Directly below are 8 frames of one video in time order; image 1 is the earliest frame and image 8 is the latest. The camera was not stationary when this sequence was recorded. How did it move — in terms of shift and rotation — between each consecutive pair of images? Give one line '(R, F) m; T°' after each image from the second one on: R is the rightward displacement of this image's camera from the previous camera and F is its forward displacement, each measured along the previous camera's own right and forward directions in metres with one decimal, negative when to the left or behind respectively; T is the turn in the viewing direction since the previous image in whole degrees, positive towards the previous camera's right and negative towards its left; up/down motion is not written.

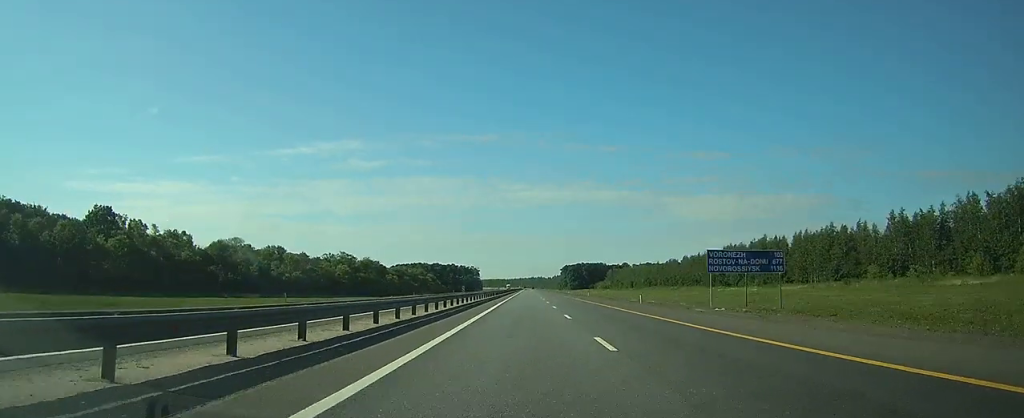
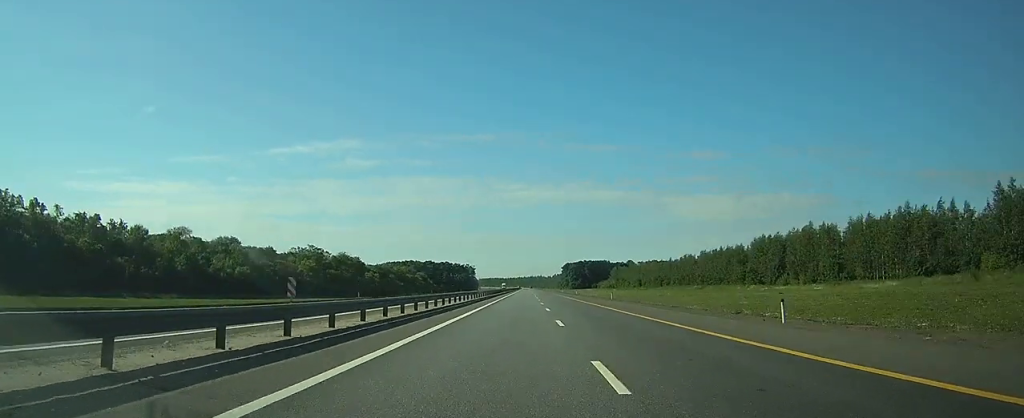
(+0.1, +29.3) m; 0°
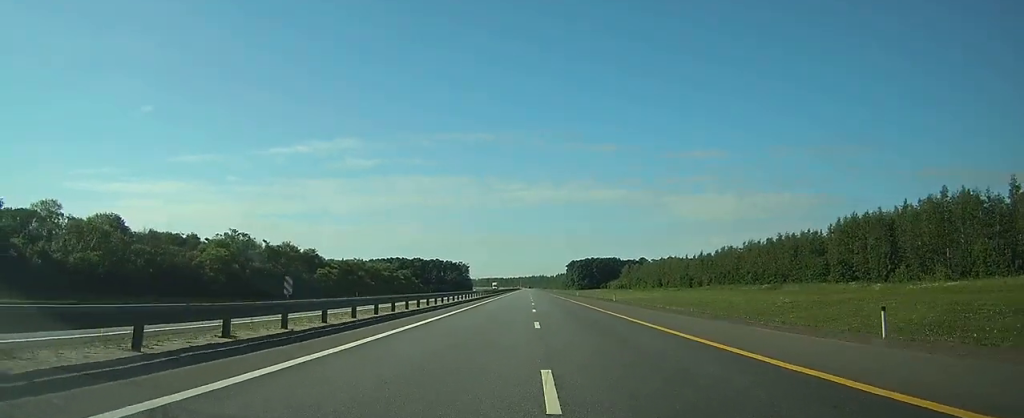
(+0.2, +49.3) m; 0°
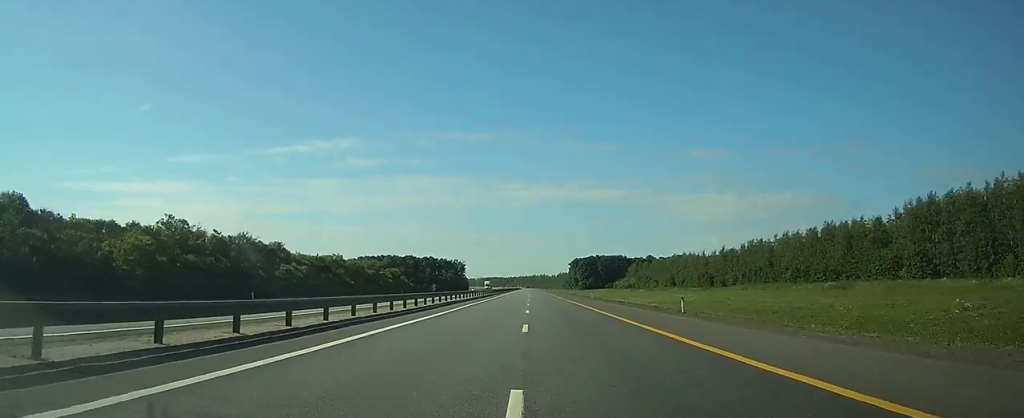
(0.0, +25.9) m; 0°
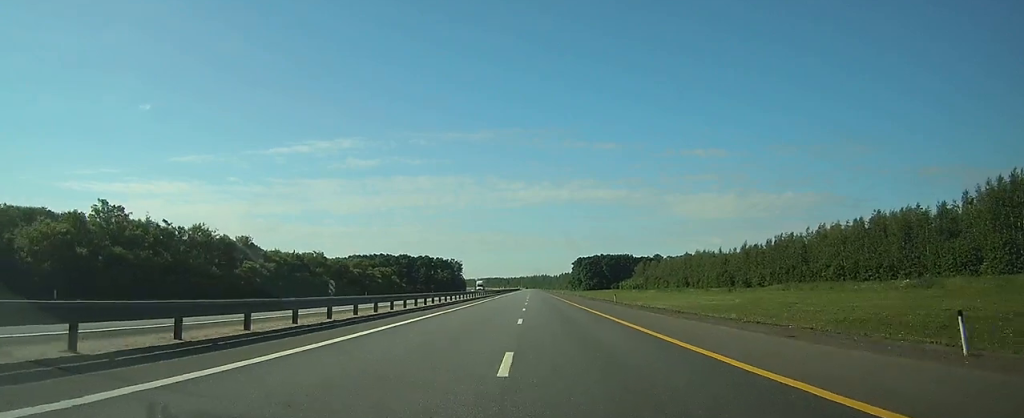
(0.0, +20.0) m; 0°
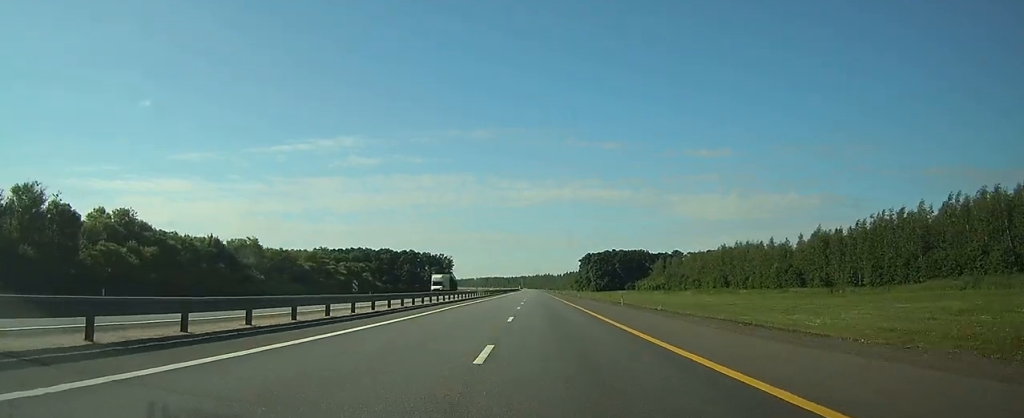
(0.0, +47.4) m; 0°
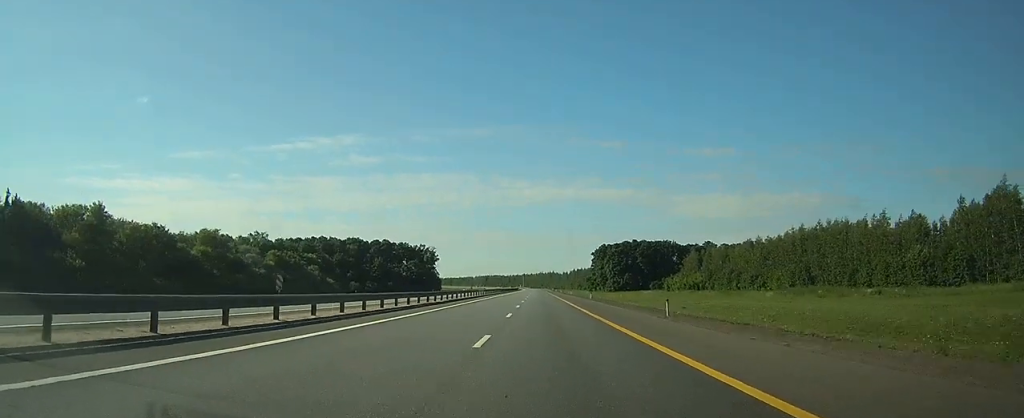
(-0.1, +58.3) m; 0°
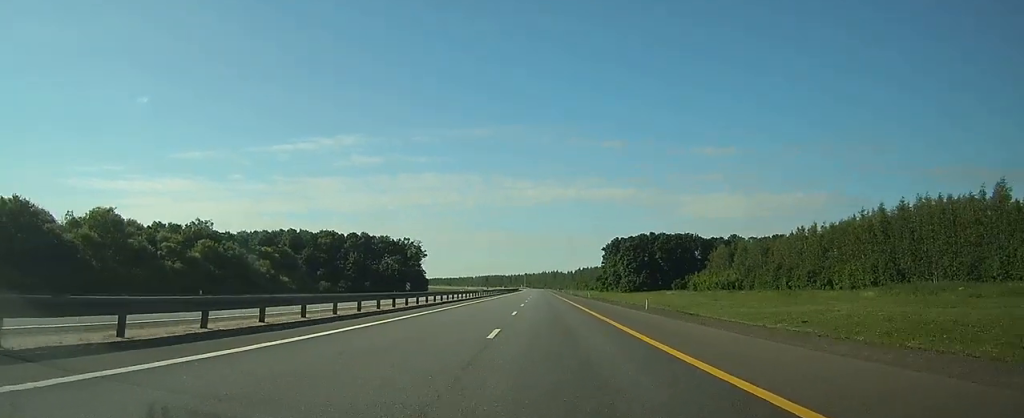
(-0.2, +34.5) m; 0°
